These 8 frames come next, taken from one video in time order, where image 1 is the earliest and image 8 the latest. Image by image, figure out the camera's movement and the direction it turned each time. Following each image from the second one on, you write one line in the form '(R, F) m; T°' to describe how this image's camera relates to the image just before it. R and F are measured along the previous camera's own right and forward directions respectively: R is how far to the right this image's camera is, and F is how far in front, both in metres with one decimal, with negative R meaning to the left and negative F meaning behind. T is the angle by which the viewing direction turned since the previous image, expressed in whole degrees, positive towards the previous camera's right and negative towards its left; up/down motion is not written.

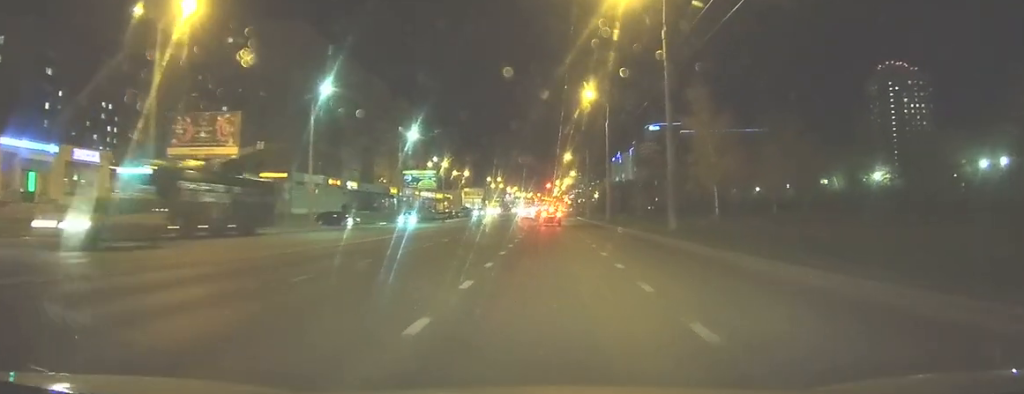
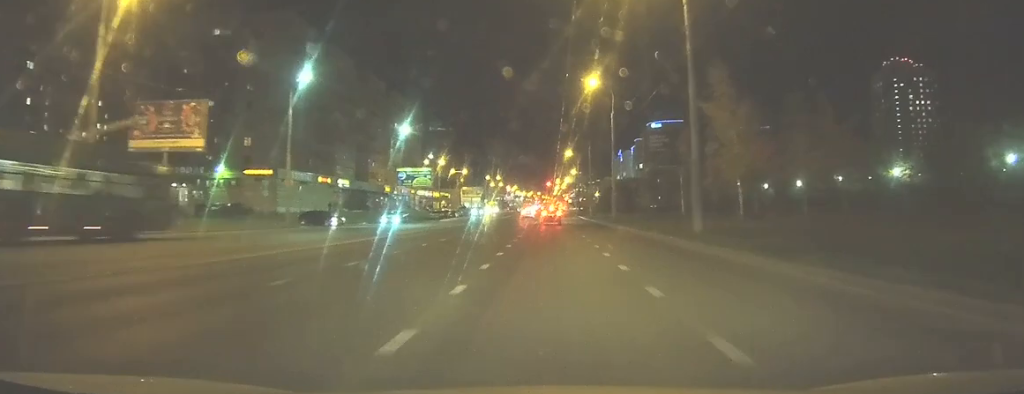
(0.0, +4.7) m; 0°
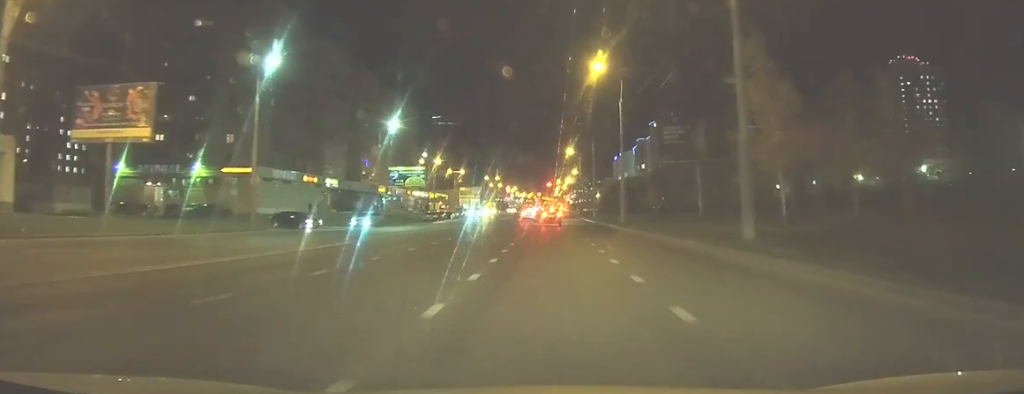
(0.0, +5.8) m; 0°
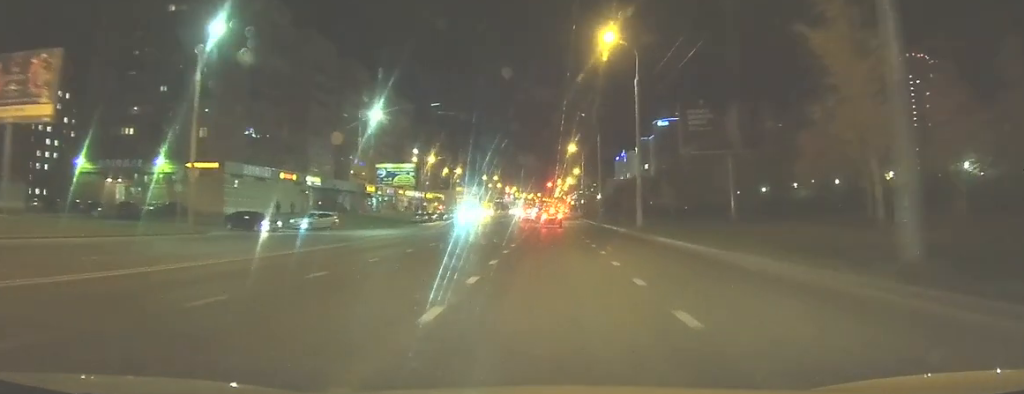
(0.0, +7.8) m; 0°
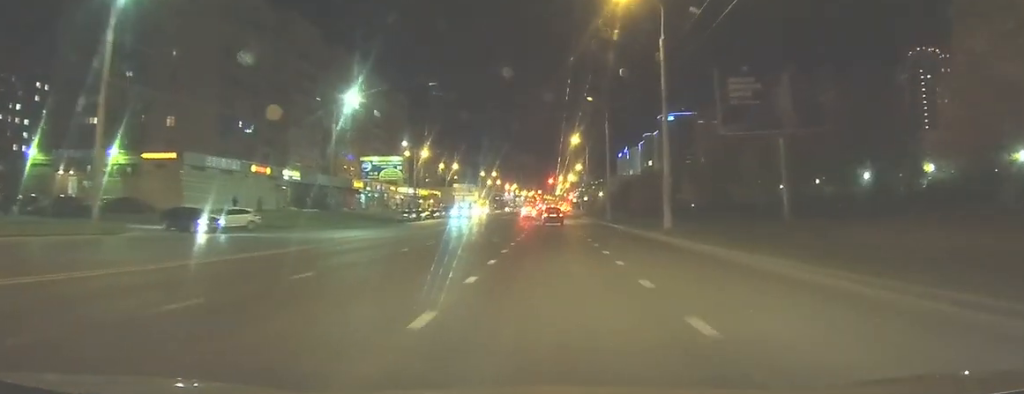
(-0.1, +8.2) m; 0°
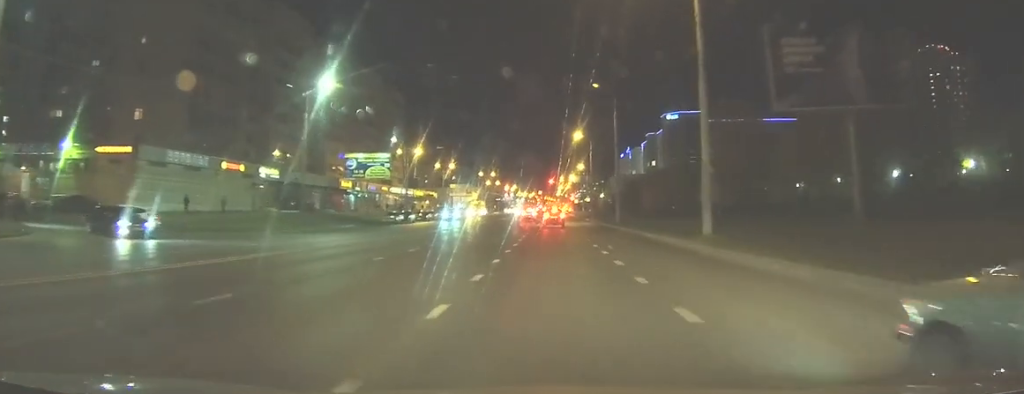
(0.0, +7.0) m; 0°
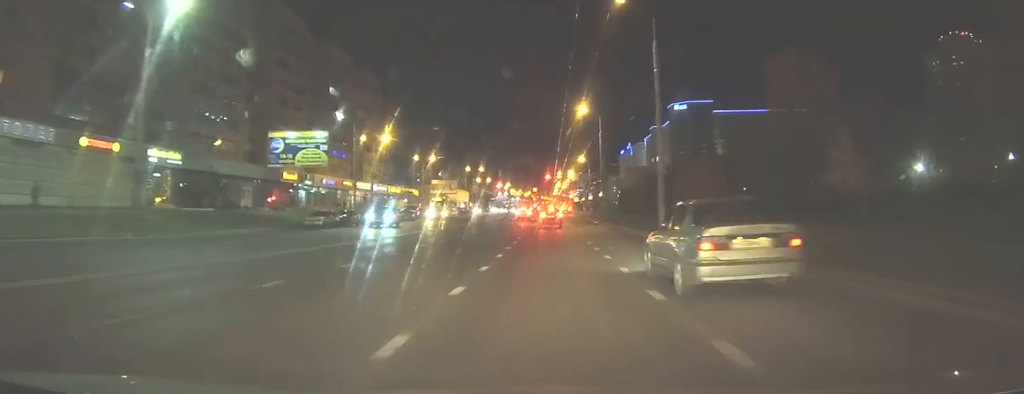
(+0.1, +21.9) m; +1°
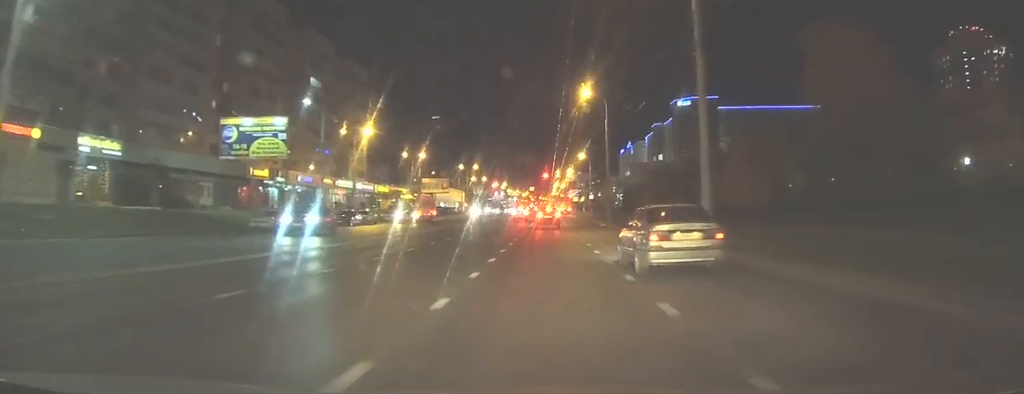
(+0.1, +9.2) m; +1°
